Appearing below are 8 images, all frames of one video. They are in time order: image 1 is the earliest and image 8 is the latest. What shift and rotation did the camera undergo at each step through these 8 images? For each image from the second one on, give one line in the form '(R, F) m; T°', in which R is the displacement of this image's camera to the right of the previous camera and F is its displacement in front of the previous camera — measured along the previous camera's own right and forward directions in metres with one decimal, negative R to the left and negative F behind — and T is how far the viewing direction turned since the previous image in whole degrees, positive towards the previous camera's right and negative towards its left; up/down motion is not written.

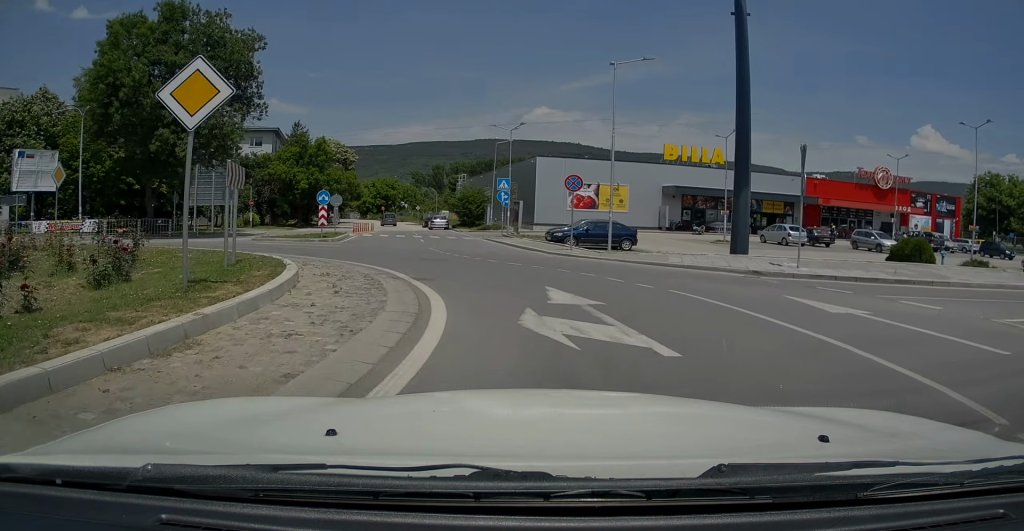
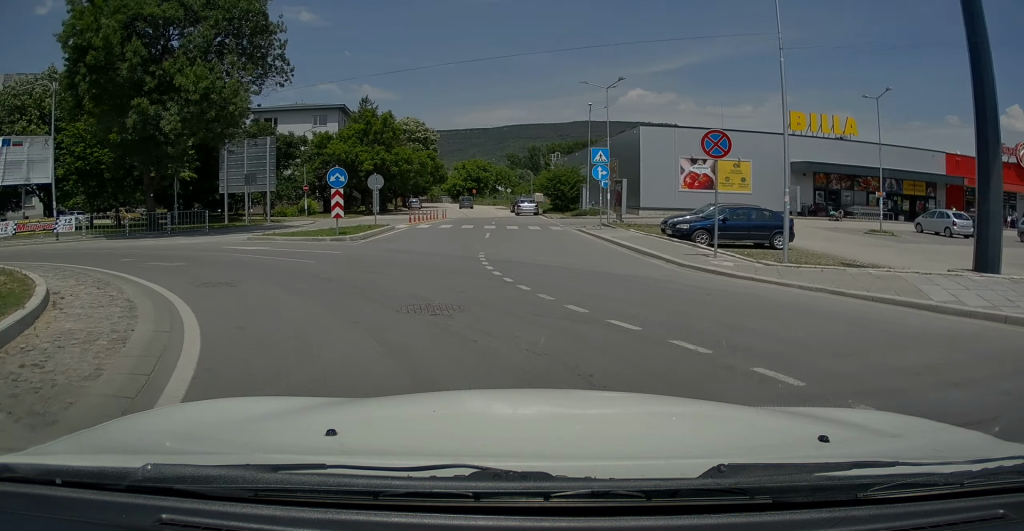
(0.0, +9.5) m; -10°
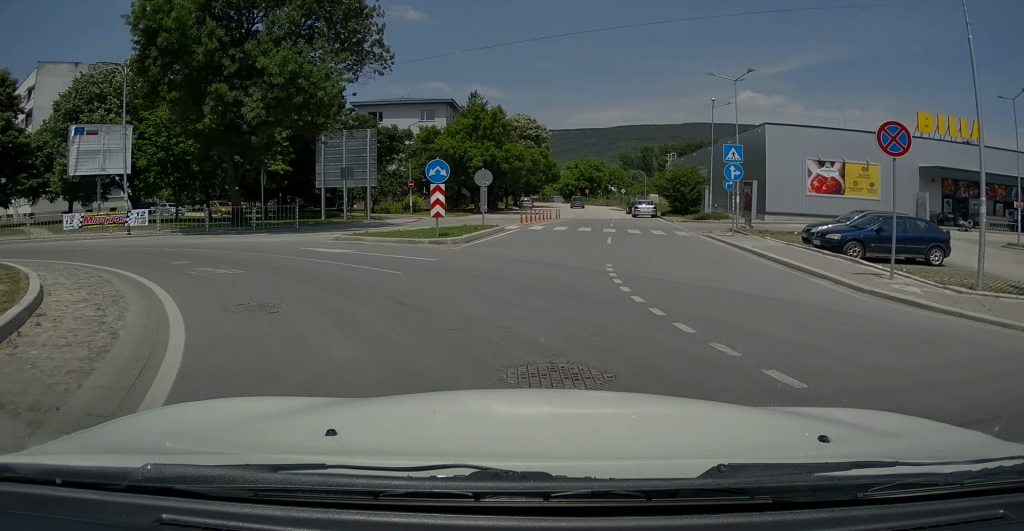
(-0.2, +2.7) m; -11°
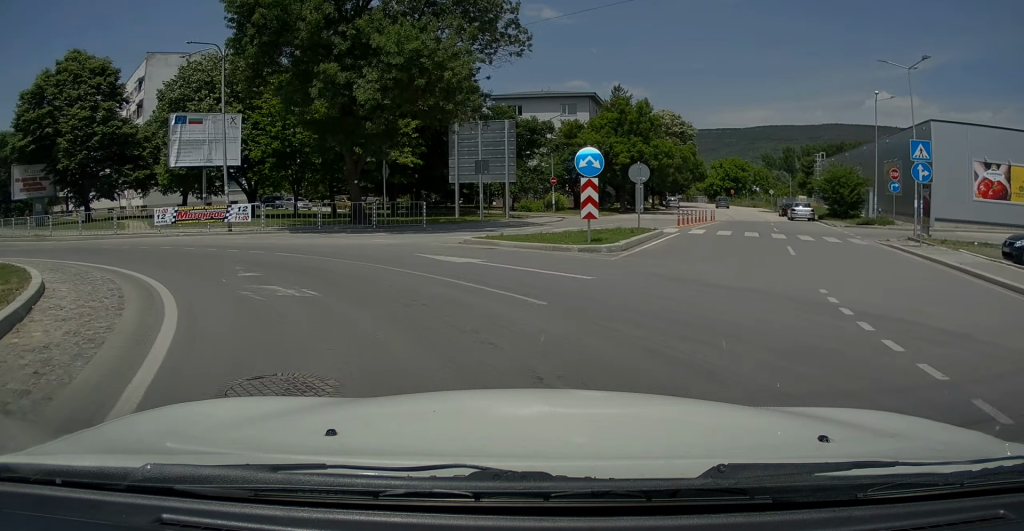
(-0.3, +3.3) m; -13°
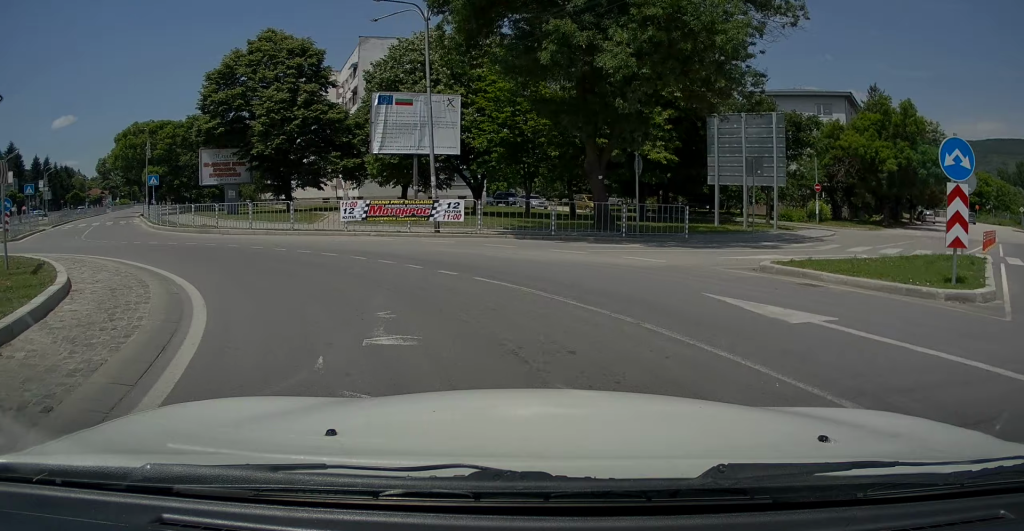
(-0.9, +5.2) m; -21°
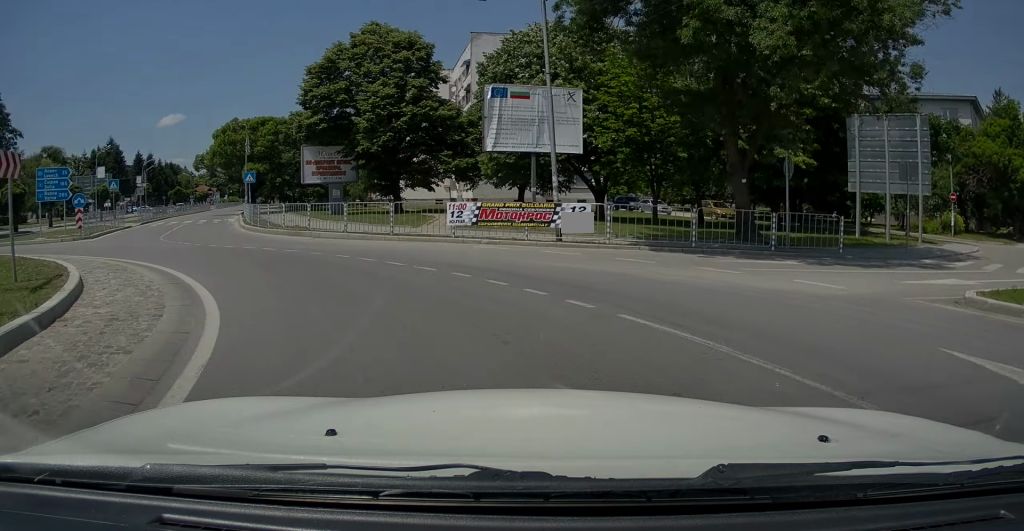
(-0.3, +2.7) m; -10°
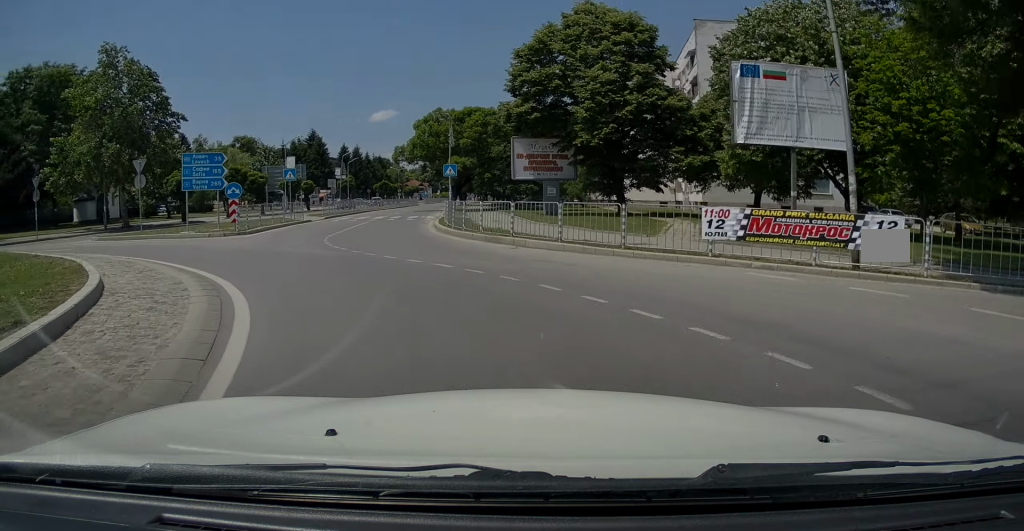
(-0.8, +4.9) m; -18°
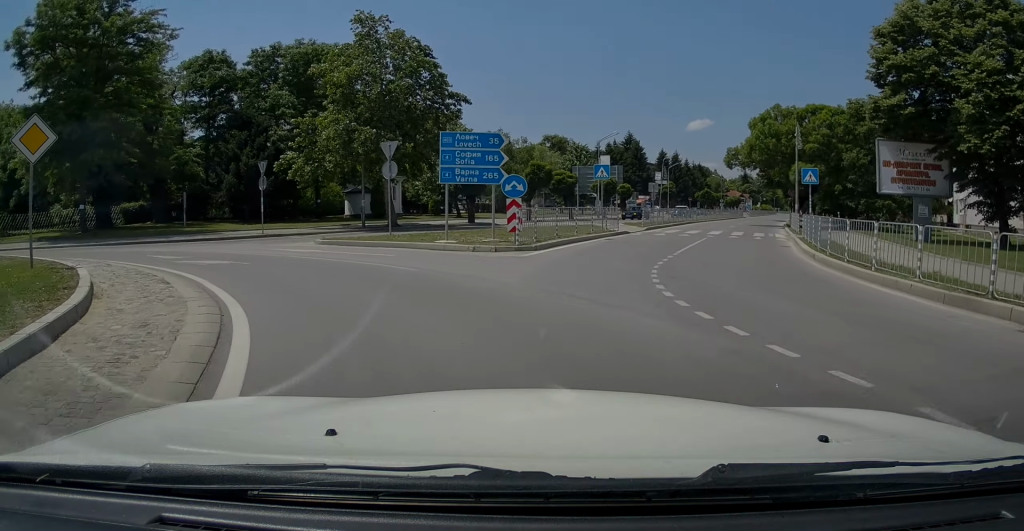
(-1.8, +7.8) m; -17°
